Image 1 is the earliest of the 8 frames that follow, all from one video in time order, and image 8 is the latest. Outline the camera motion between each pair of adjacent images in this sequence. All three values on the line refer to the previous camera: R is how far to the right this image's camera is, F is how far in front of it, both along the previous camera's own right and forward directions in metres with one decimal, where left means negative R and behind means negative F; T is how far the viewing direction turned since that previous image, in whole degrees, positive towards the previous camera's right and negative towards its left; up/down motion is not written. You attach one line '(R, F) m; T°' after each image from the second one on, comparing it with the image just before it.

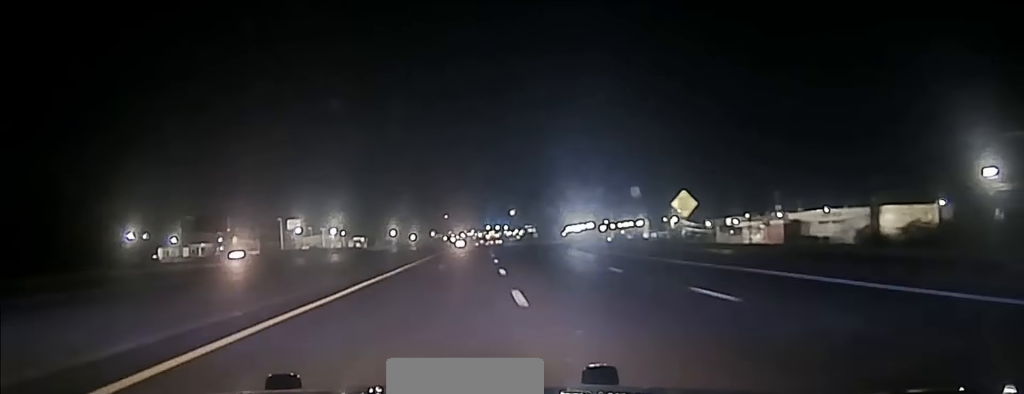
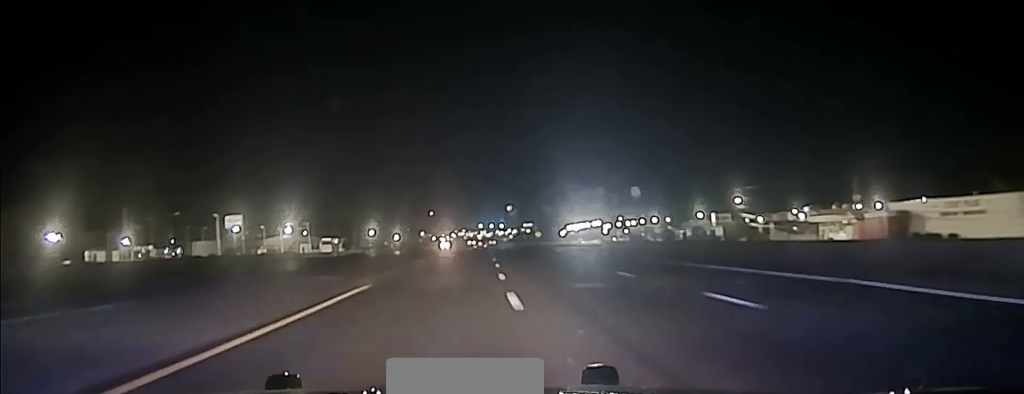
(+0.2, +48.6) m; +1°
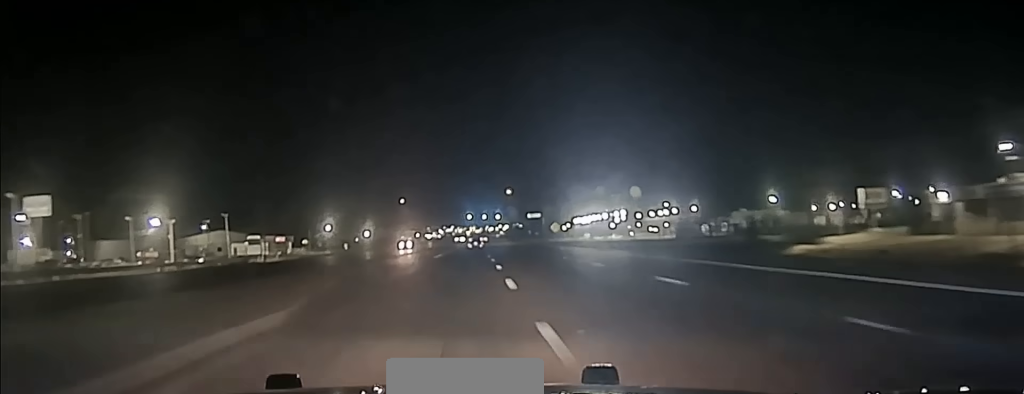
(+0.7, +79.5) m; +1°
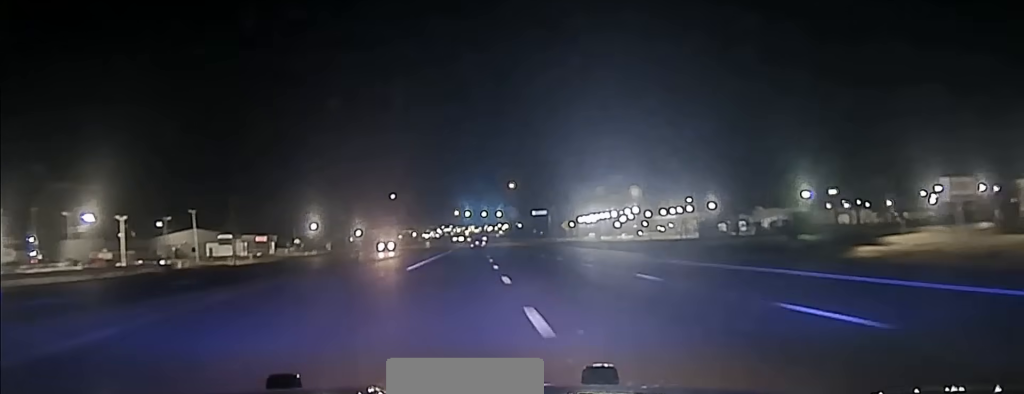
(-0.1, +20.1) m; 0°
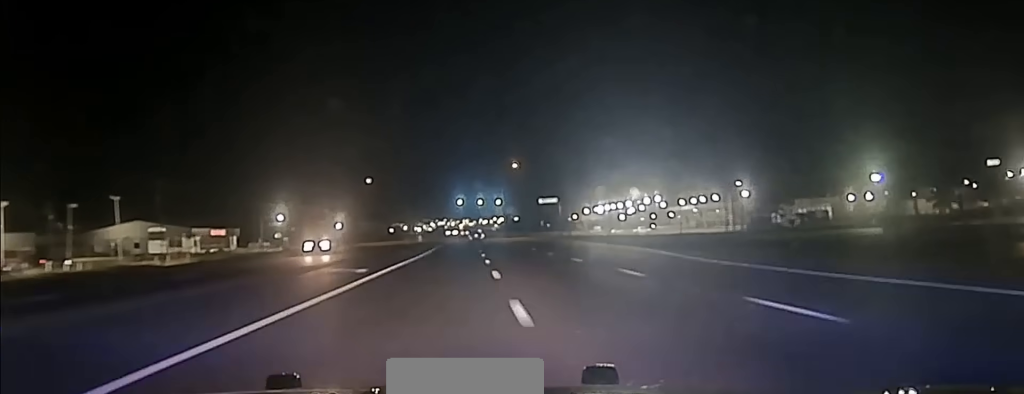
(+0.1, +36.4) m; 0°
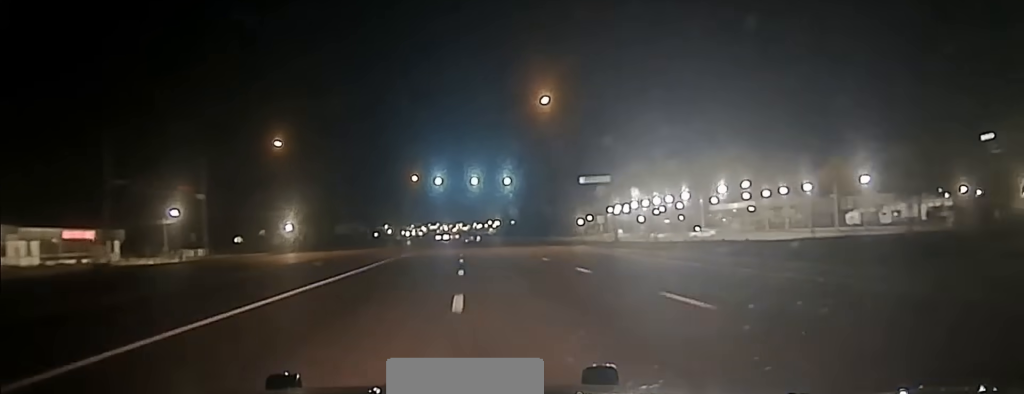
(+0.3, +71.7) m; 0°
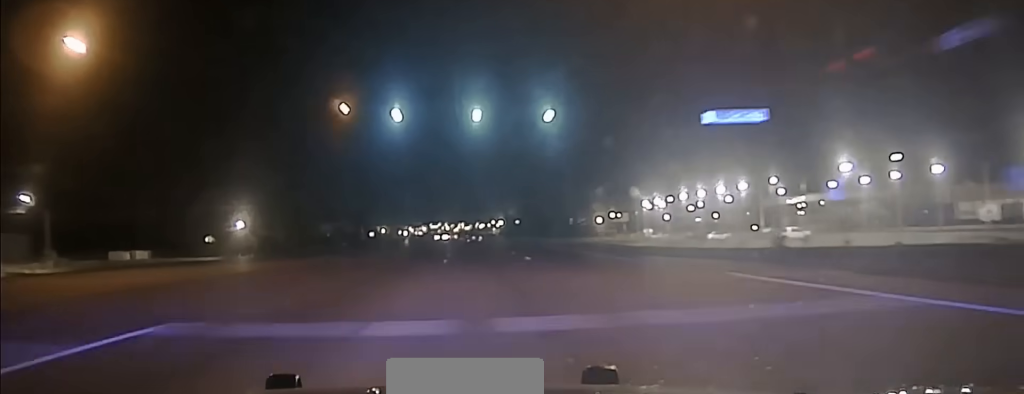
(0.0, +48.2) m; 0°
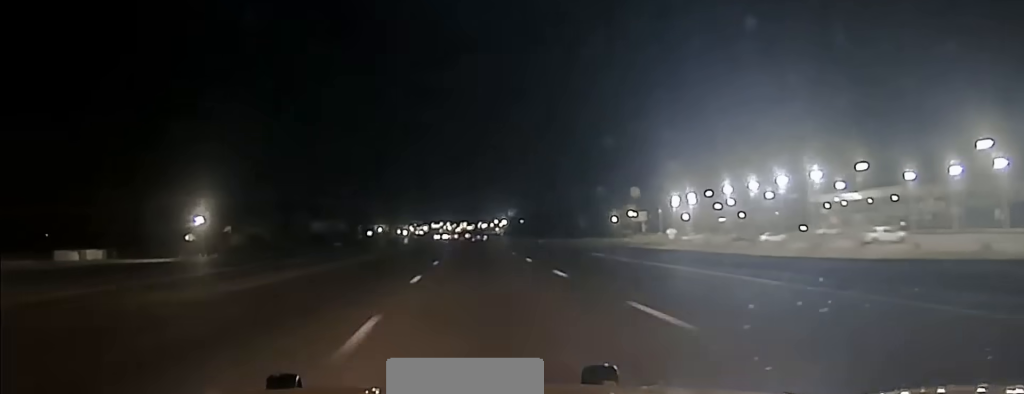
(0.0, +29.2) m; 0°
